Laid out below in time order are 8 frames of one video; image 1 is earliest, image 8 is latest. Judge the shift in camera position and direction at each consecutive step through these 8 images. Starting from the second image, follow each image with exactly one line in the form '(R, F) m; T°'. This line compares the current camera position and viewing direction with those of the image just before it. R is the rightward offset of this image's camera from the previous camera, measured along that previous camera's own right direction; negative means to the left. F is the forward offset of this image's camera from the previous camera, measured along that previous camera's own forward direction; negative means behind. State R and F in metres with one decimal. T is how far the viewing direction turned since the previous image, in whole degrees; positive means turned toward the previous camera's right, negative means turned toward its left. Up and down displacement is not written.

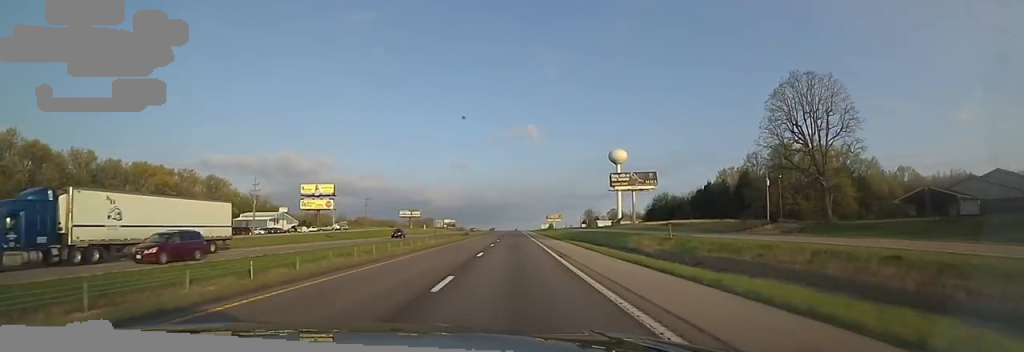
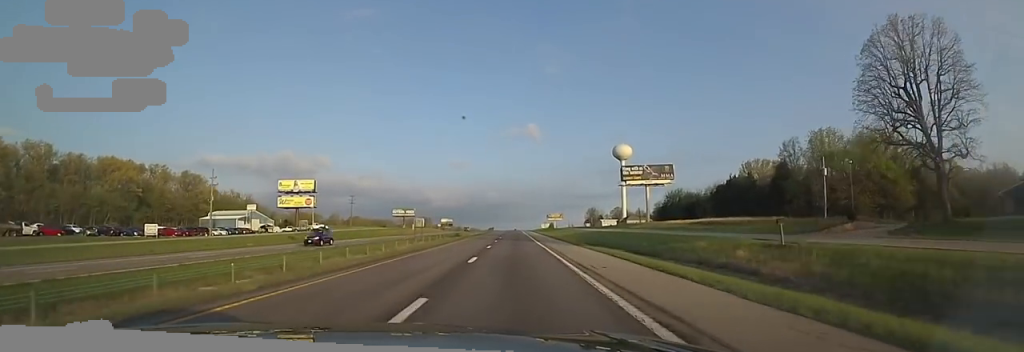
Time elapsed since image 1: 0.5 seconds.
(-0.2, +16.5) m; 0°
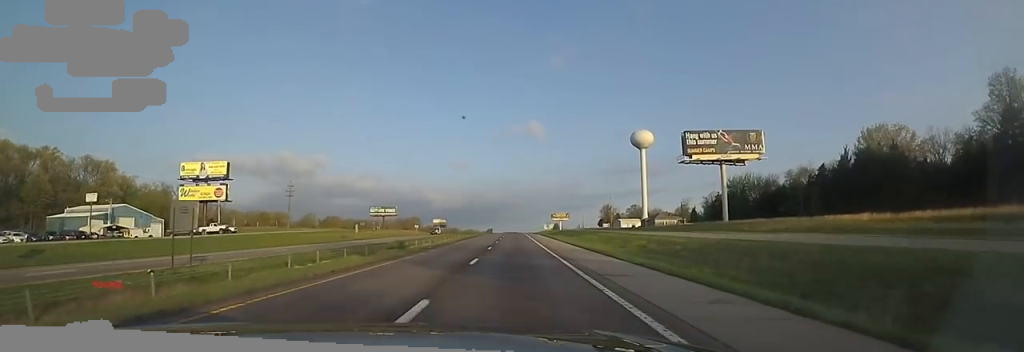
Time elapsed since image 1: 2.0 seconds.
(+1.2, +49.5) m; +2°
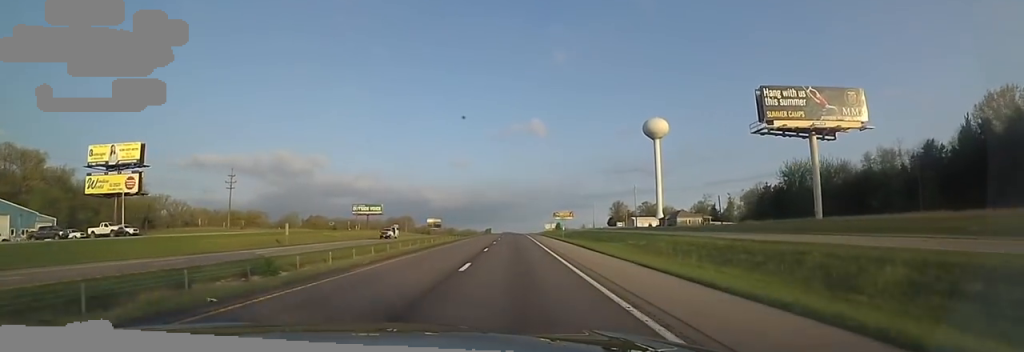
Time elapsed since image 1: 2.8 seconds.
(+0.2, +27.6) m; 0°
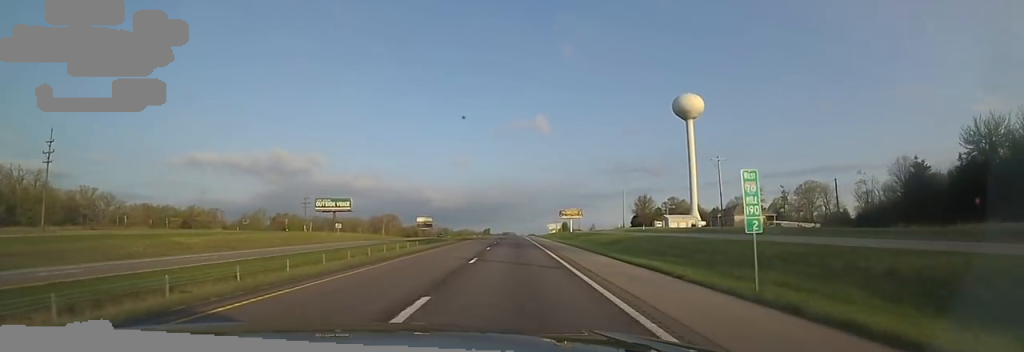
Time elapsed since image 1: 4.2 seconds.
(-0.6, +45.6) m; -1°
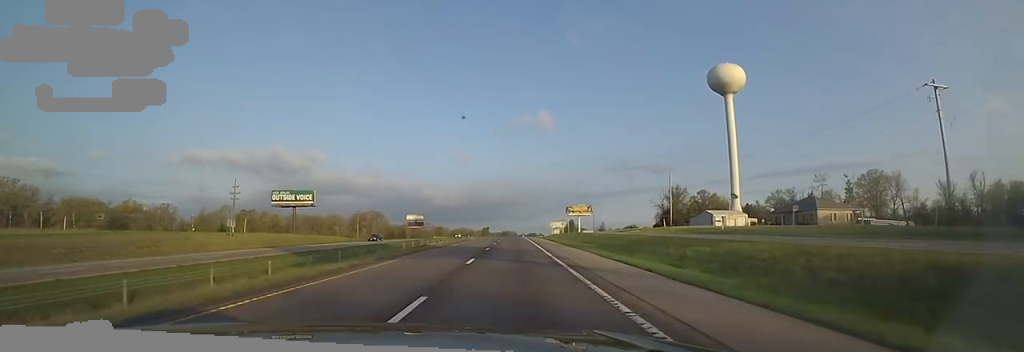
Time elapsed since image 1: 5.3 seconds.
(+0.3, +36.7) m; +2°
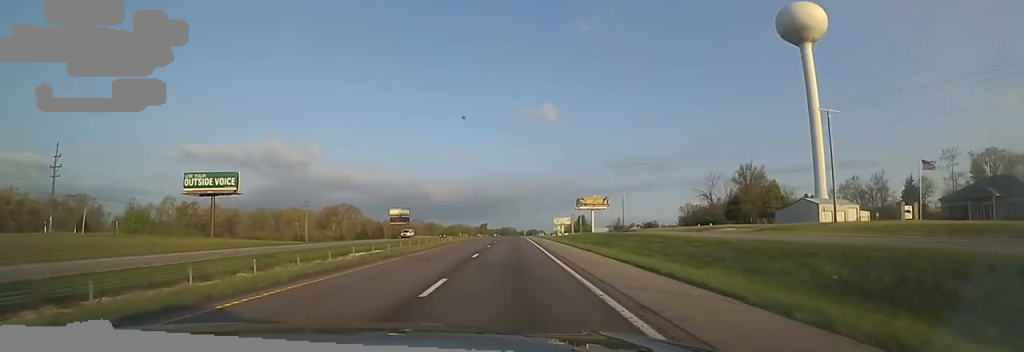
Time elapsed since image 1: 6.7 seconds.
(+0.3, +45.6) m; -2°
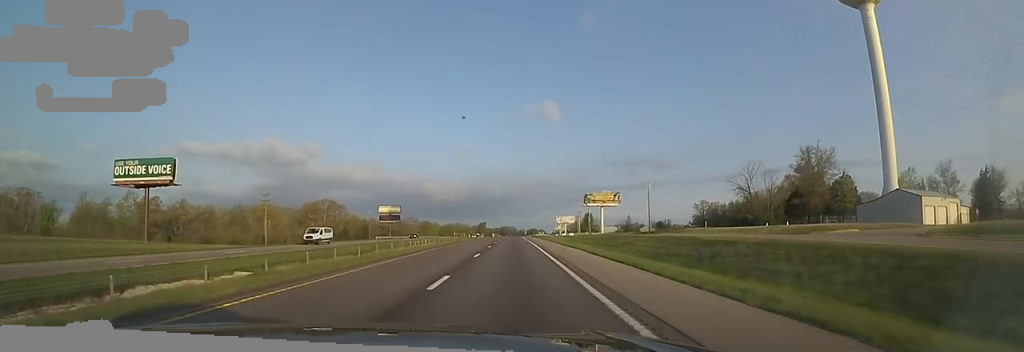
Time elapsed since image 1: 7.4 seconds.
(-0.6, +23.7) m; -2°
